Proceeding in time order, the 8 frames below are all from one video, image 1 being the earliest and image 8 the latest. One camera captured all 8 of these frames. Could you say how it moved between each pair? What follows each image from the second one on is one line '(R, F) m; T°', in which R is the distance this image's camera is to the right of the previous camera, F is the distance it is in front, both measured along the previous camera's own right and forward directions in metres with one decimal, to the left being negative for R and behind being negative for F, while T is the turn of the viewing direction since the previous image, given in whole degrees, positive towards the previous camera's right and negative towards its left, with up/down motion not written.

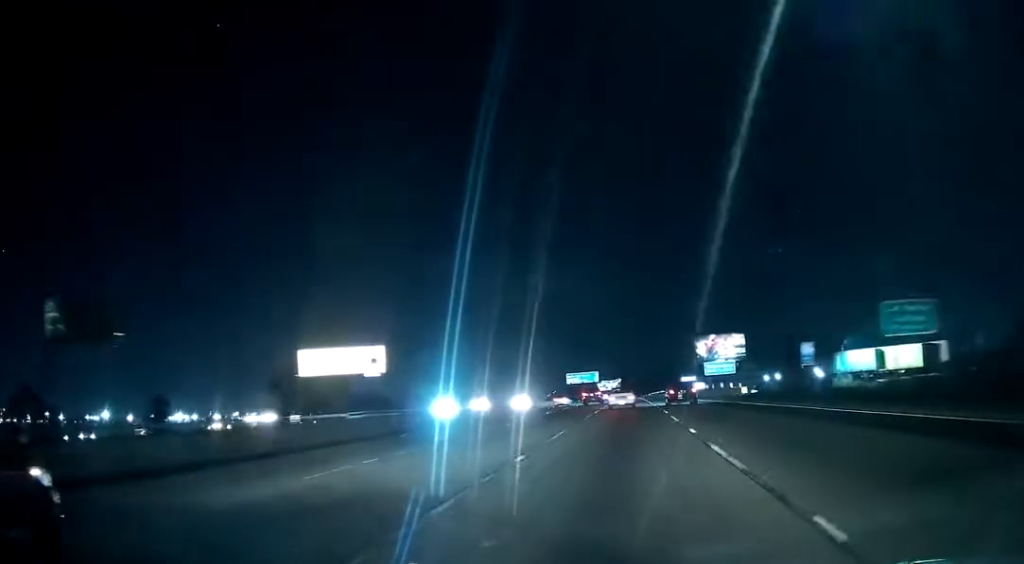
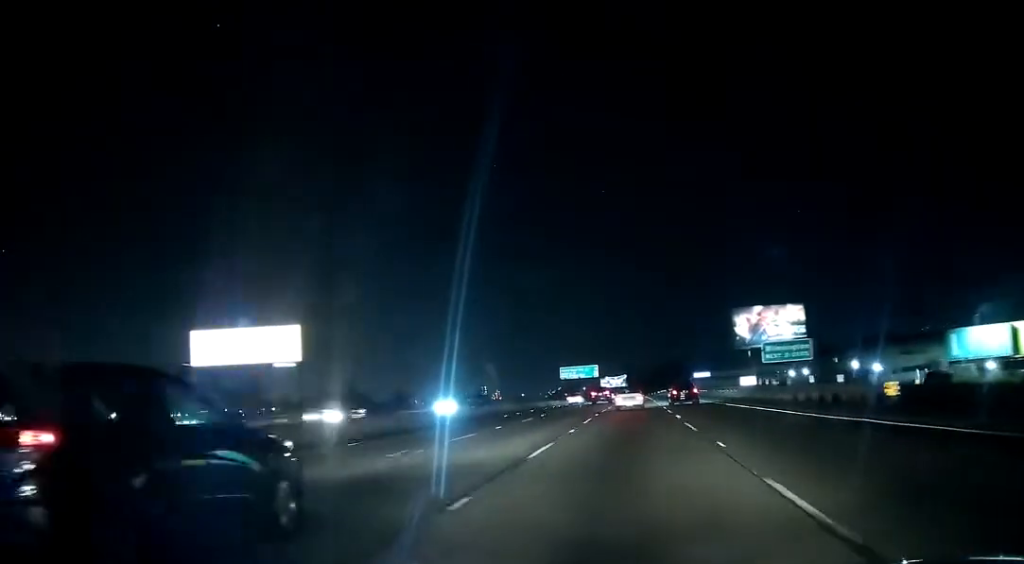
(-0.5, +34.4) m; -1°
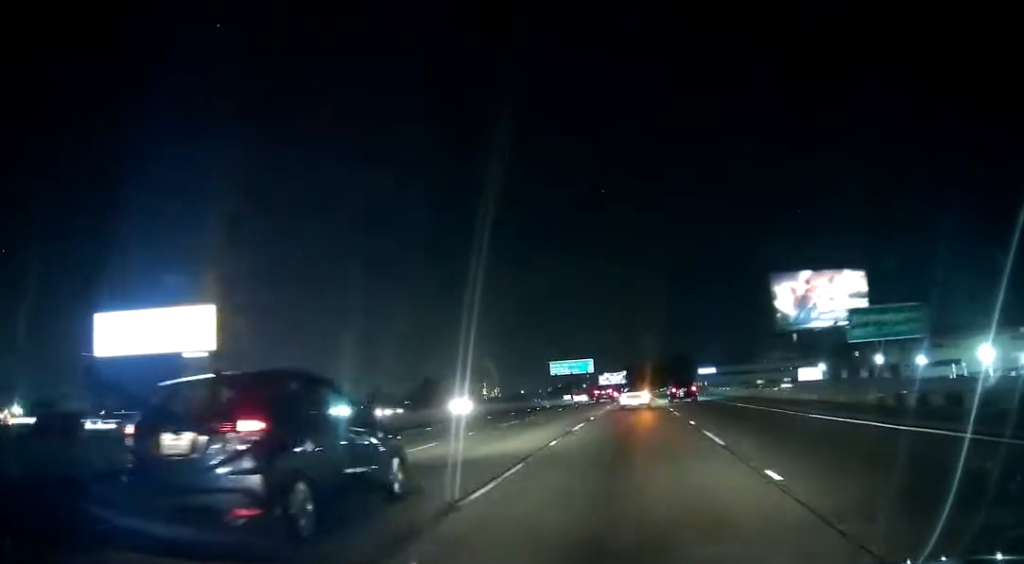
(+0.1, +20.5) m; 0°
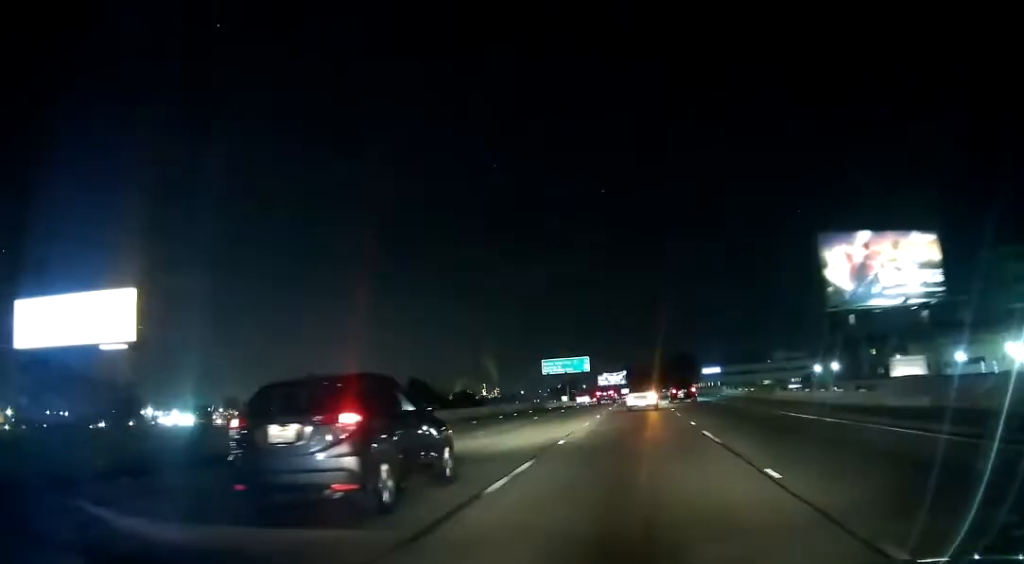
(0.0, +14.1) m; 0°
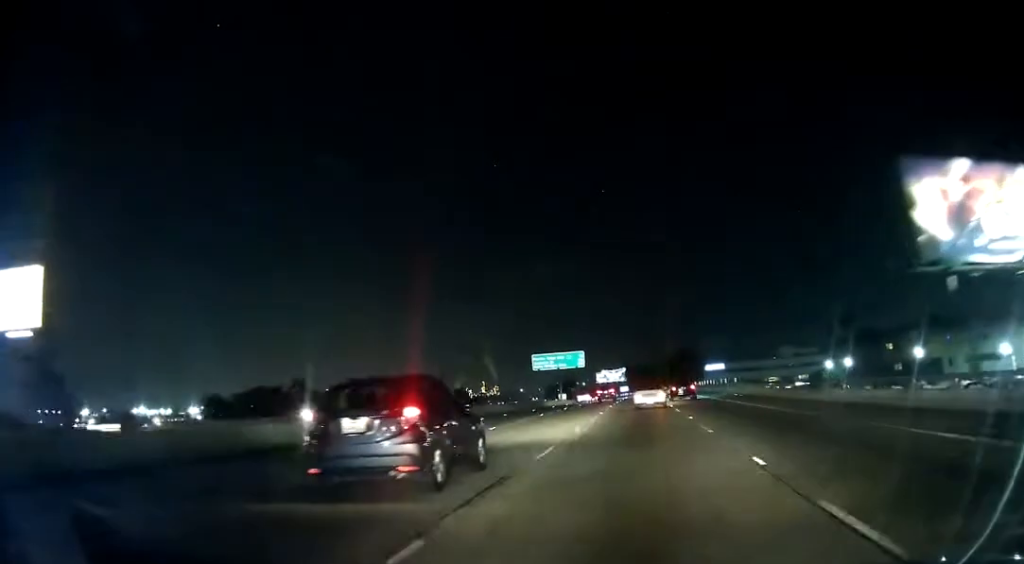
(+0.1, +12.2) m; 0°
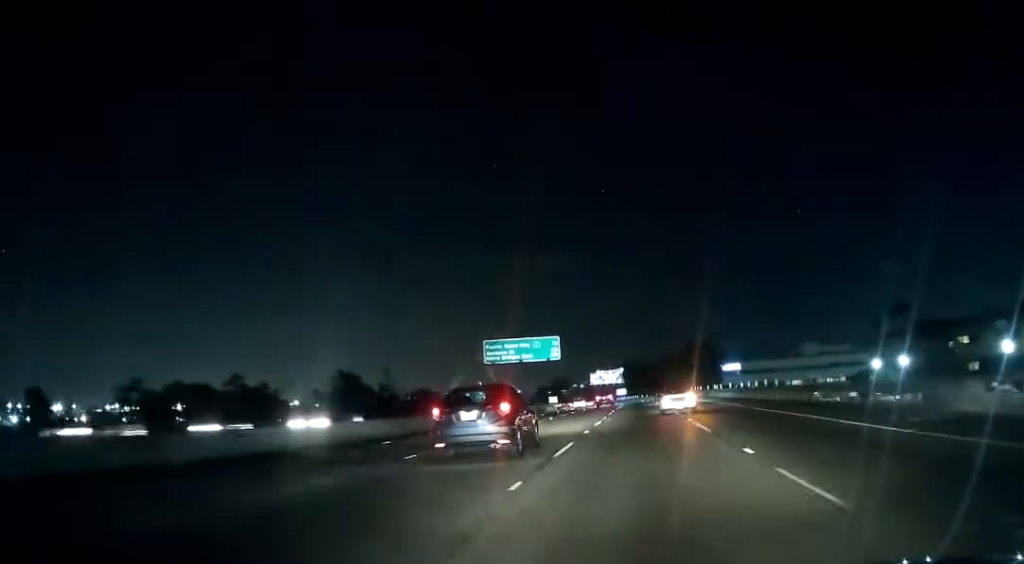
(+0.3, +39.7) m; 0°
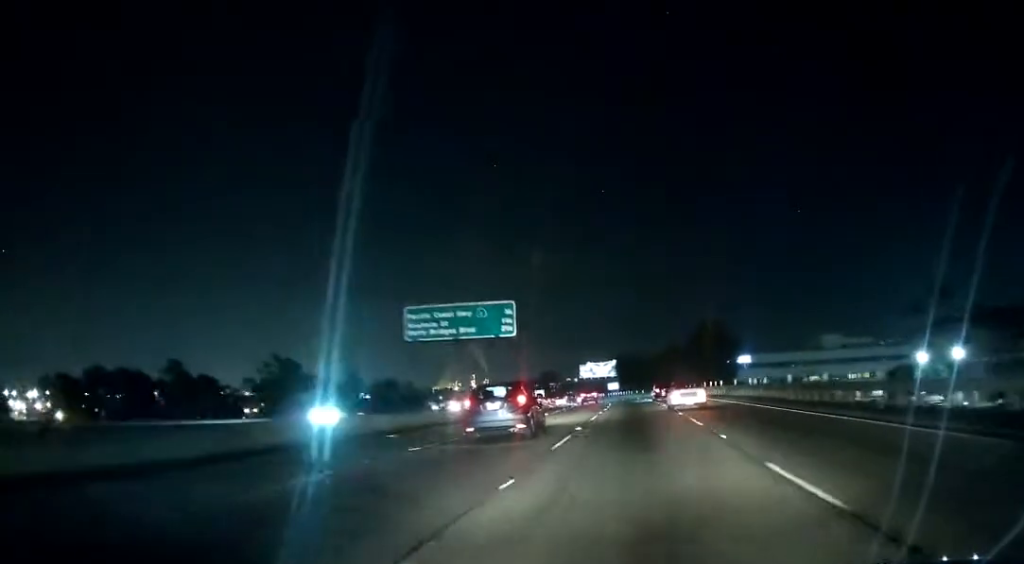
(-0.4, +28.4) m; -1°
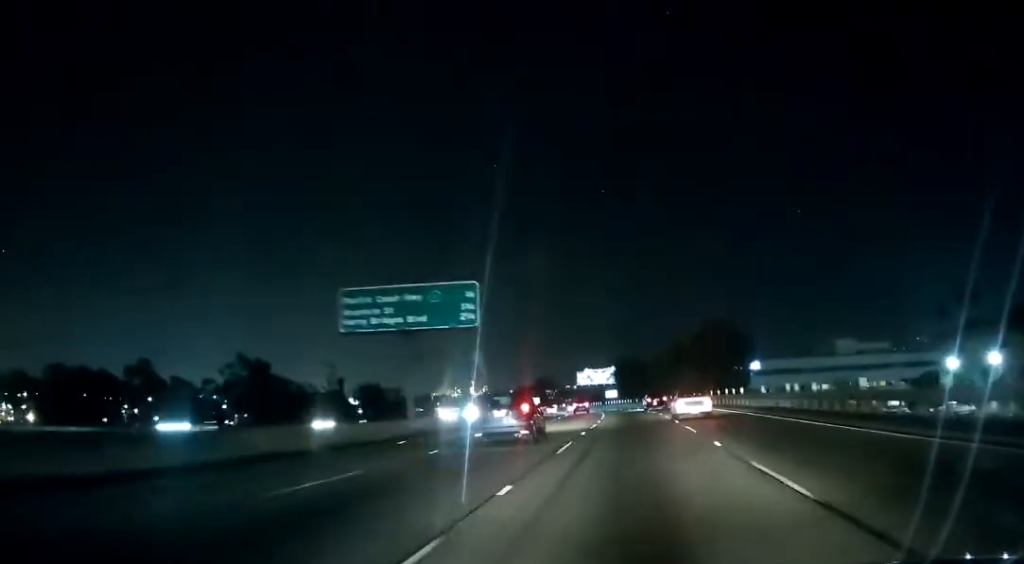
(0.0, +13.9) m; 0°
